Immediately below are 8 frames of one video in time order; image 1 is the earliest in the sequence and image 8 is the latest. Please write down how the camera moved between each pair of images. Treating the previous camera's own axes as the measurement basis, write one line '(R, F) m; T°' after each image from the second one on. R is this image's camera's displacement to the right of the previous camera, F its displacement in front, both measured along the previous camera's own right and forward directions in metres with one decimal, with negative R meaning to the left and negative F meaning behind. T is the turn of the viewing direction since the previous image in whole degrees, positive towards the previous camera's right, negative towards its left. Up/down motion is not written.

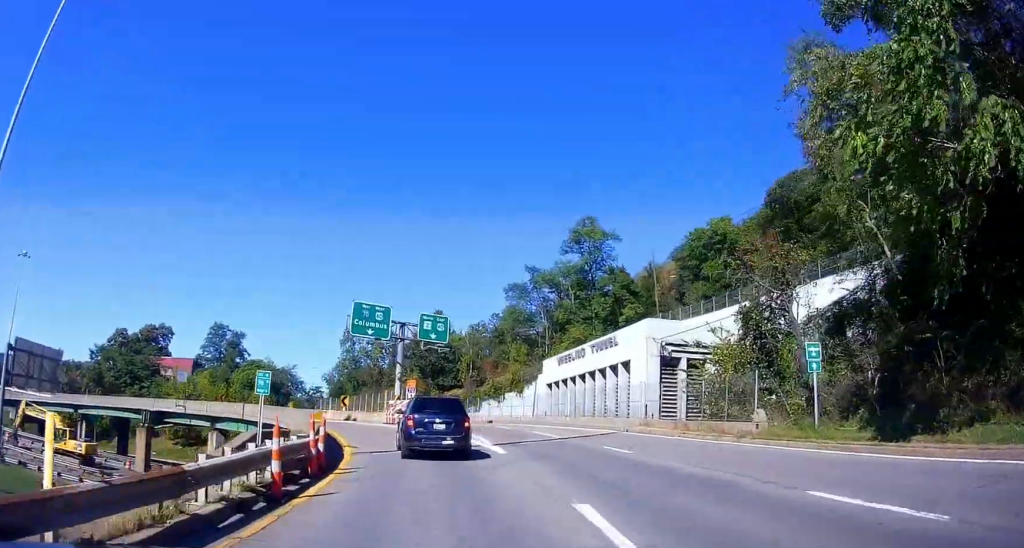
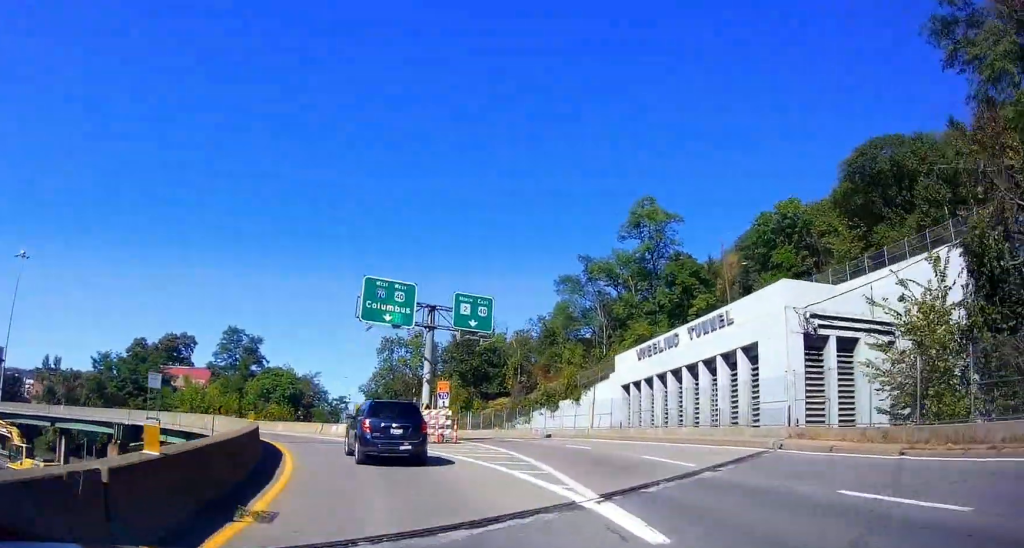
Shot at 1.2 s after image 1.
(0.0, +12.2) m; -2°
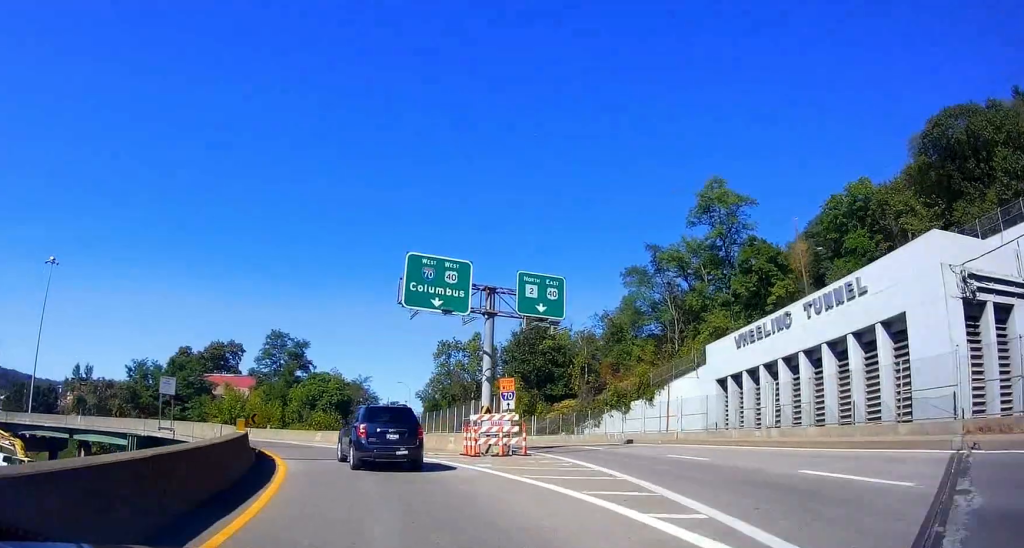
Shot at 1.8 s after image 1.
(+0.2, +6.6) m; -6°
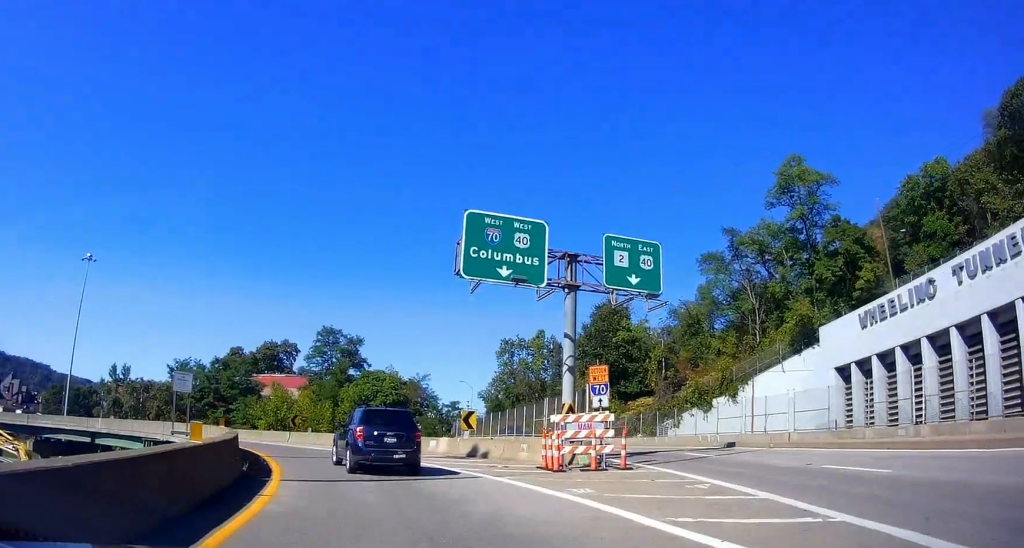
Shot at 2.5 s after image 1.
(-0.7, +6.1) m; -7°
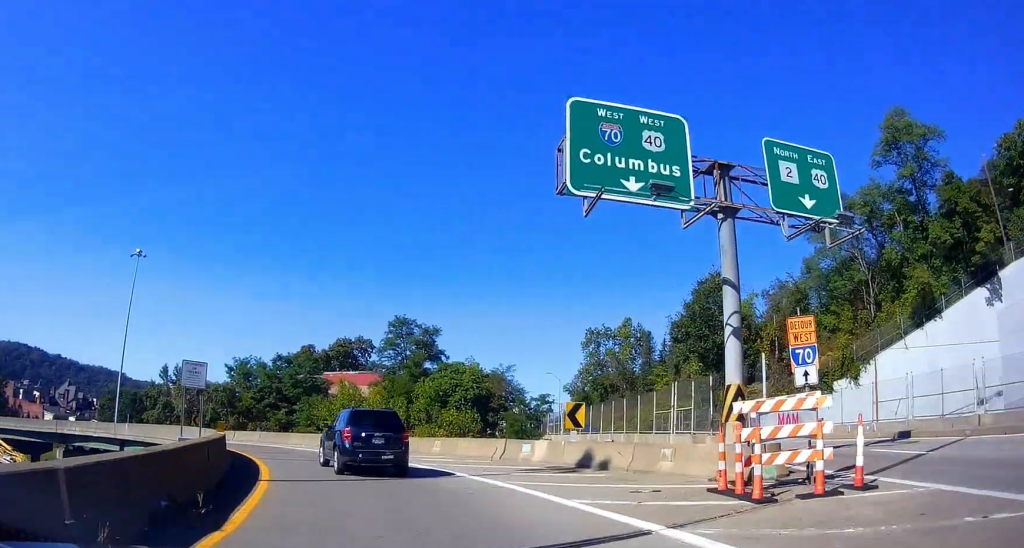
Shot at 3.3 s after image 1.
(-0.7, +8.1) m; -9°
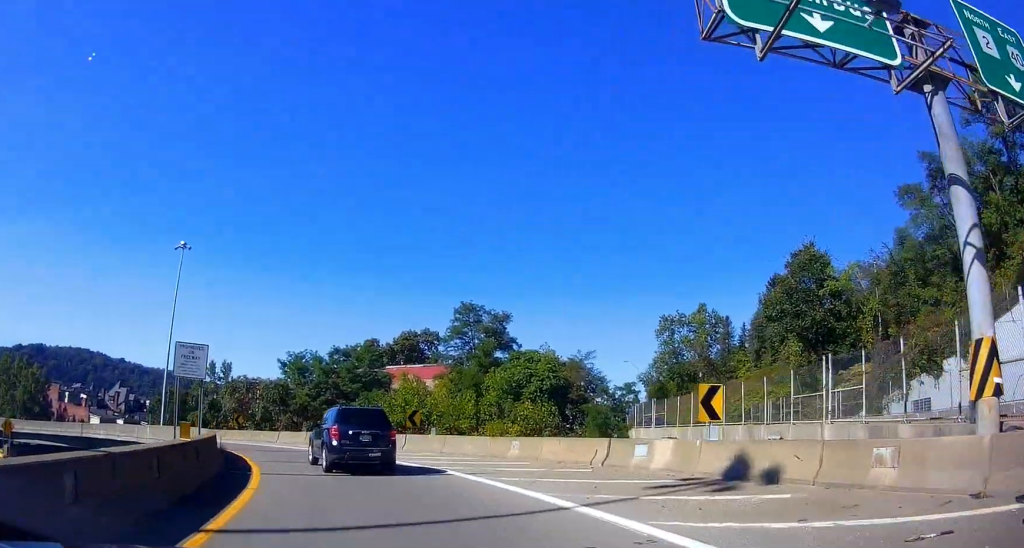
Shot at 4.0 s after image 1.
(-0.1, +6.5) m; -7°
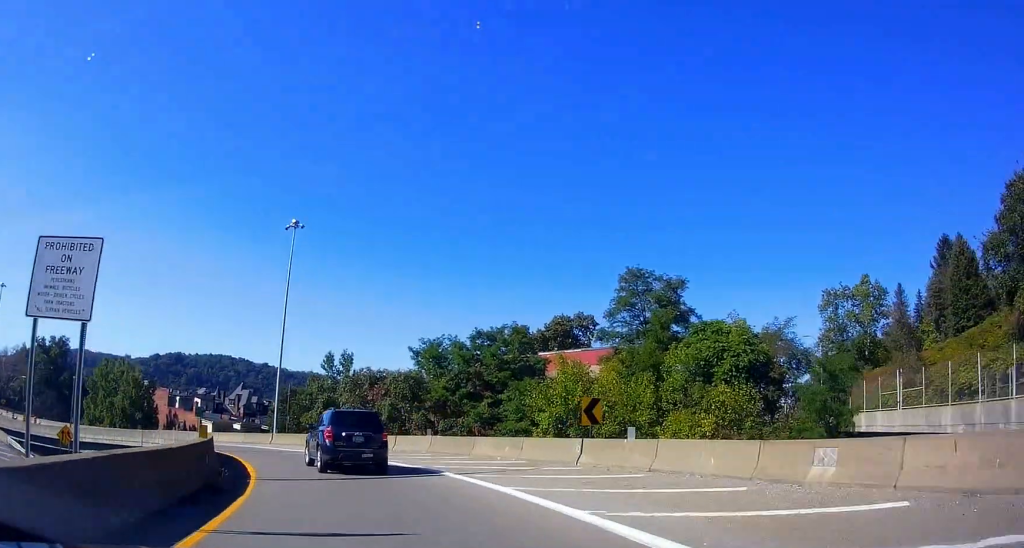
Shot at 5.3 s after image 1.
(-1.6, +12.4) m; -12°
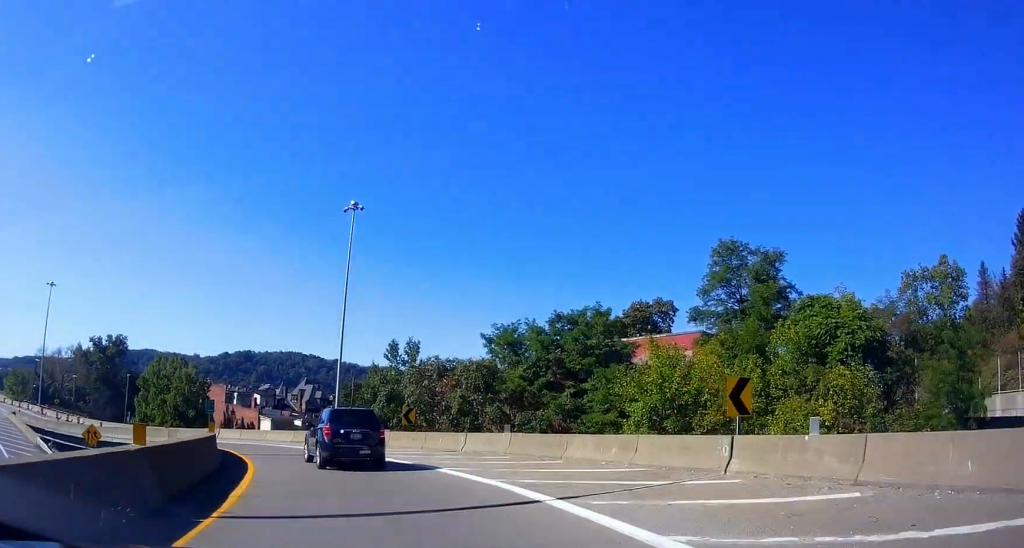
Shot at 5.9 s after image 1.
(0.0, +6.0) m; -6°
